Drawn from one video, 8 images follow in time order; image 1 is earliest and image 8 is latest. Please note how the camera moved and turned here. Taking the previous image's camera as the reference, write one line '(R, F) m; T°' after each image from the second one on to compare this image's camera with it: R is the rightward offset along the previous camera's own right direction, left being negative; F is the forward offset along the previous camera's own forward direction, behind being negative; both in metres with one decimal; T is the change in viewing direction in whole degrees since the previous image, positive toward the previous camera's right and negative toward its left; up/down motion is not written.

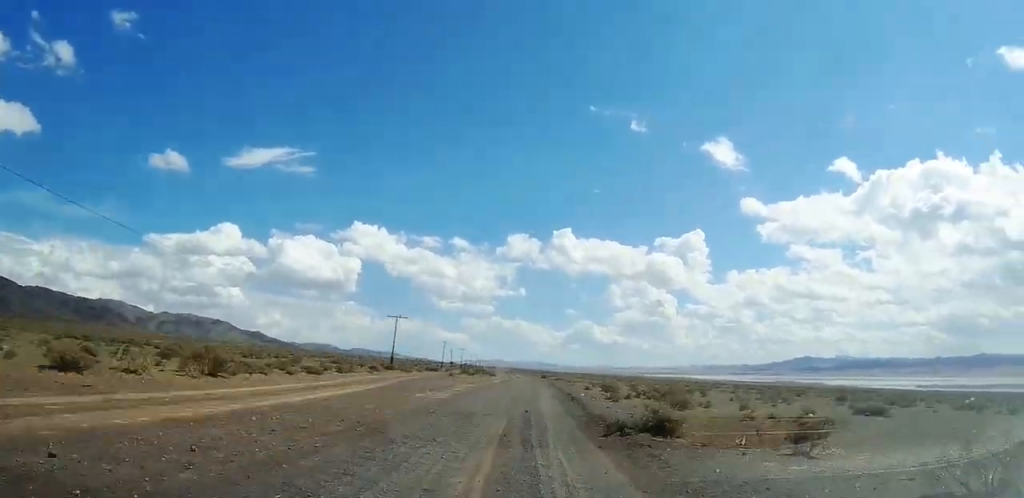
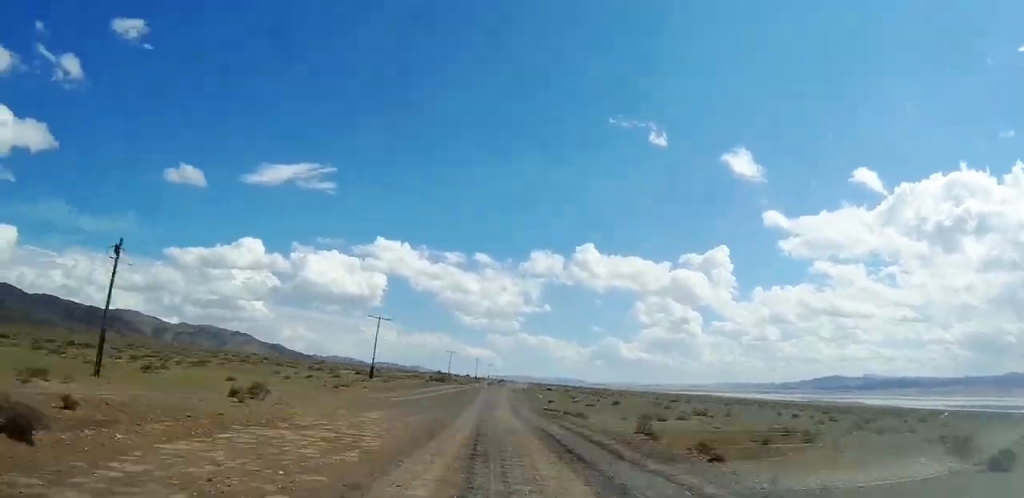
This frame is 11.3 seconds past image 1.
(-1.0, +139.6) m; -1°
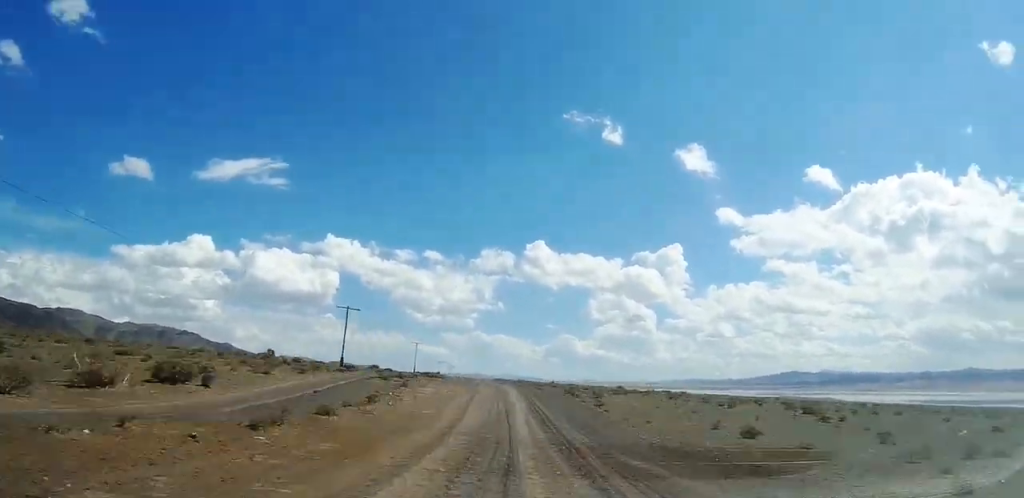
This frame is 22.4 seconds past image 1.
(0.0, +127.7) m; 0°
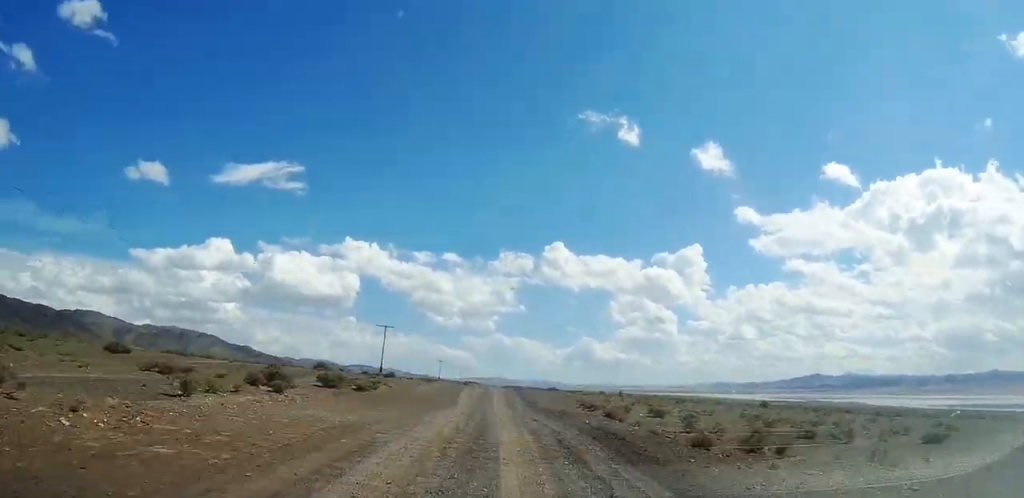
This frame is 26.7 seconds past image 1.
(+0.2, +49.0) m; 0°
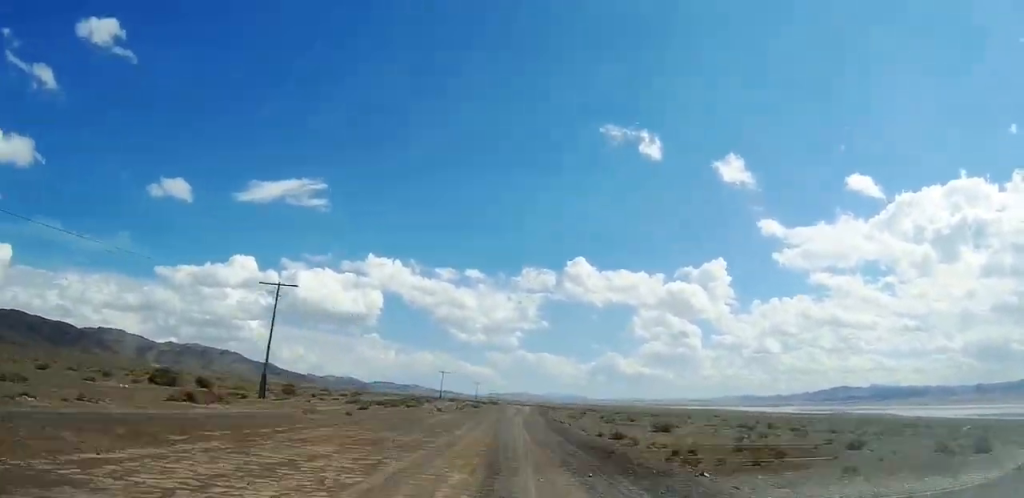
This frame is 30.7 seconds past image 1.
(-0.1, +44.8) m; 0°
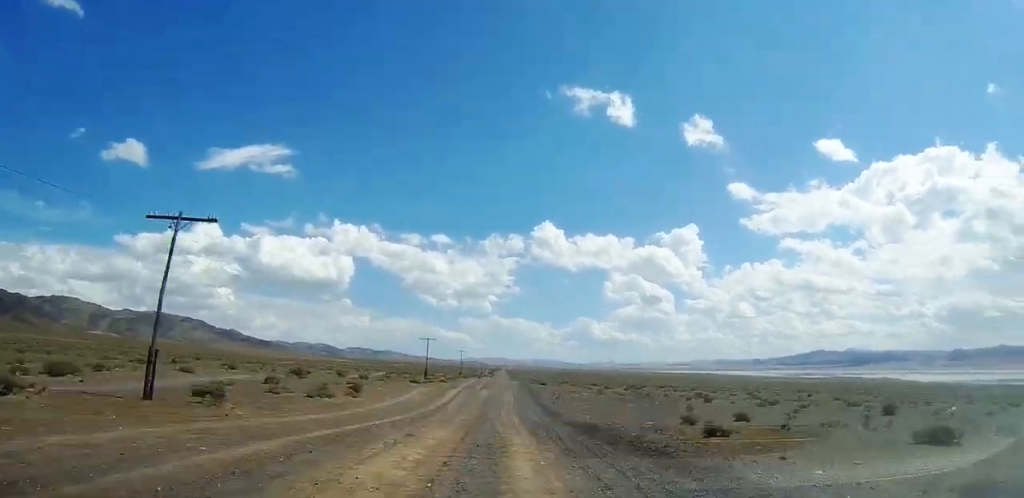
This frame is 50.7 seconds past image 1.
(-1.7, +218.7) m; 0°
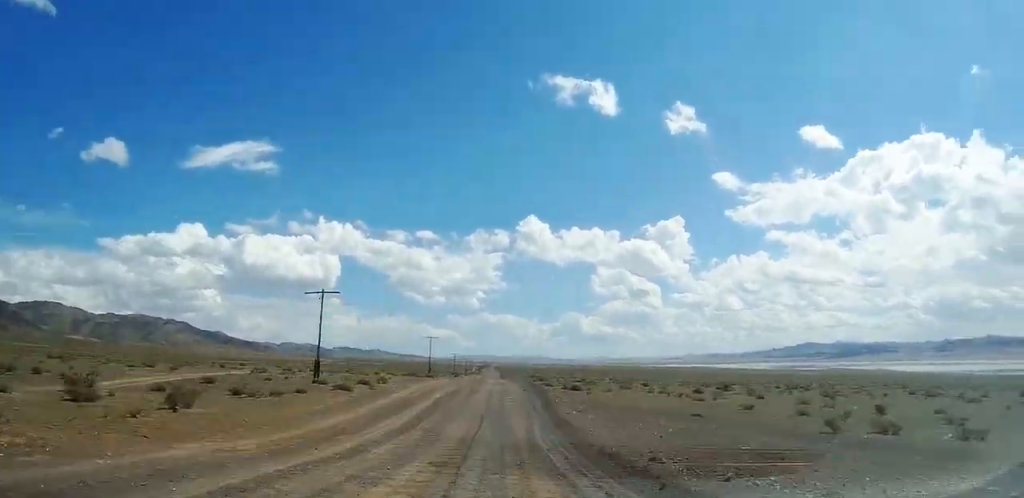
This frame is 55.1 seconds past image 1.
(+0.5, +43.4) m; 0°
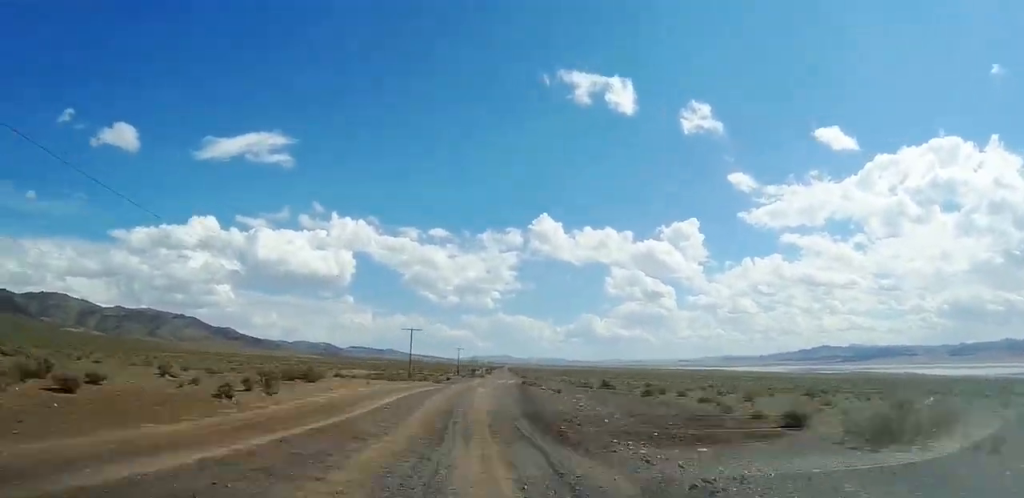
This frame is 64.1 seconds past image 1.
(-0.4, +103.4) m; 0°
